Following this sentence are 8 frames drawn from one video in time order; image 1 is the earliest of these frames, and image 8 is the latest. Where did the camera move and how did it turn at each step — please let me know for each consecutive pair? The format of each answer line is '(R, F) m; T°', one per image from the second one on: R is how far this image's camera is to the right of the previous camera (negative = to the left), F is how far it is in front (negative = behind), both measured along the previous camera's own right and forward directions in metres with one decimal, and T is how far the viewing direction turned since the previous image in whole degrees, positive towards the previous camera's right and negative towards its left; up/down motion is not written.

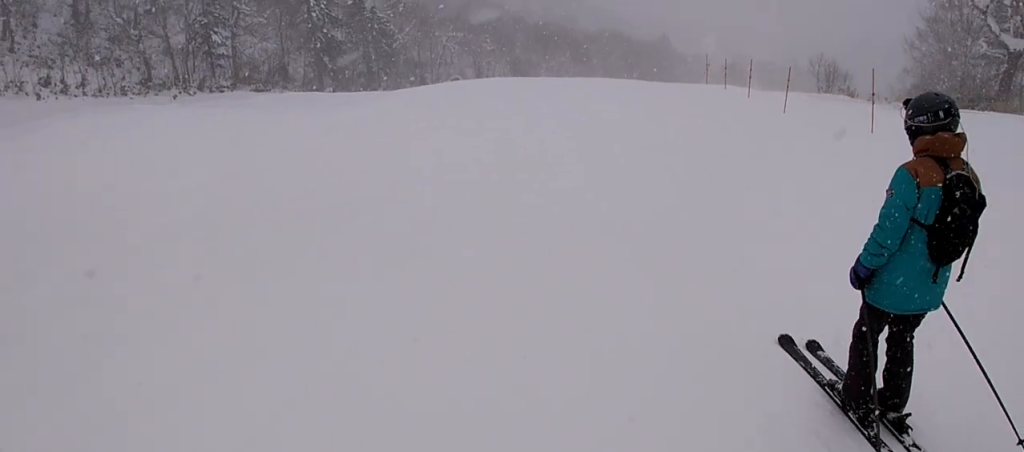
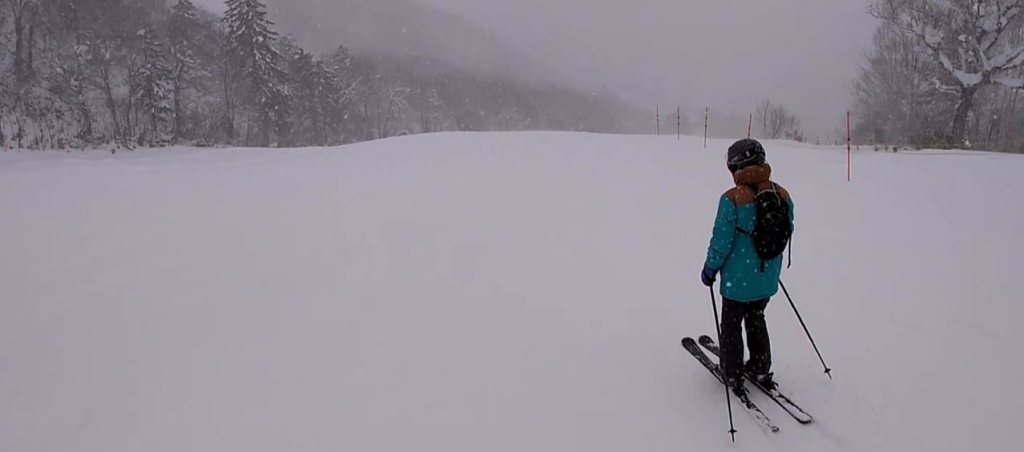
(-0.8, +2.2) m; 0°
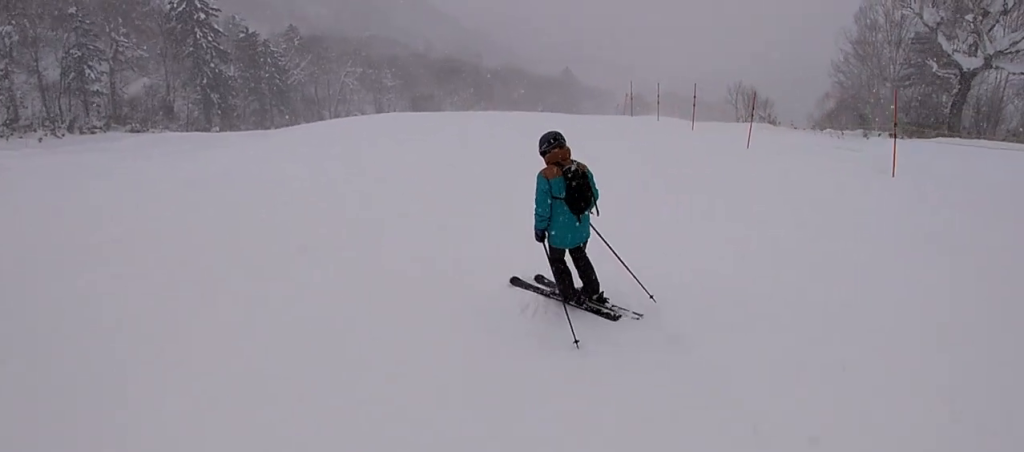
(+0.5, +3.7) m; +4°
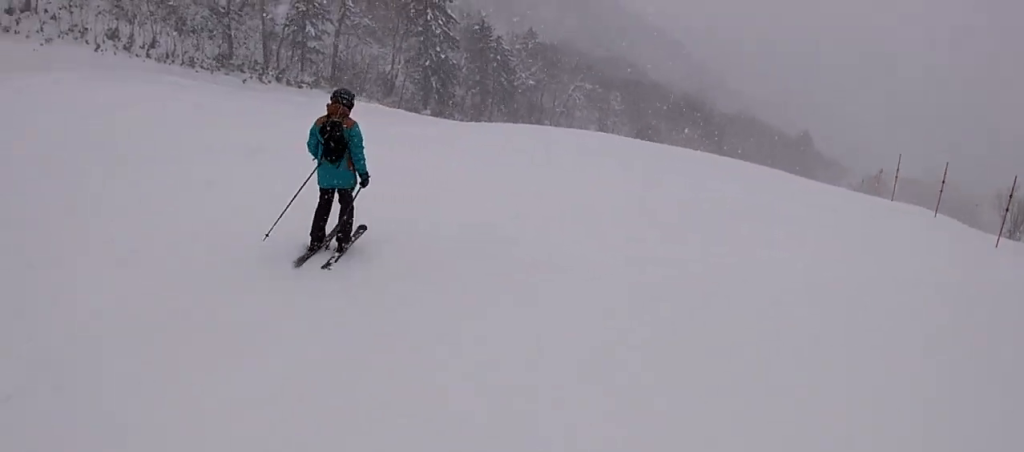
(-1.0, +5.8) m; -30°
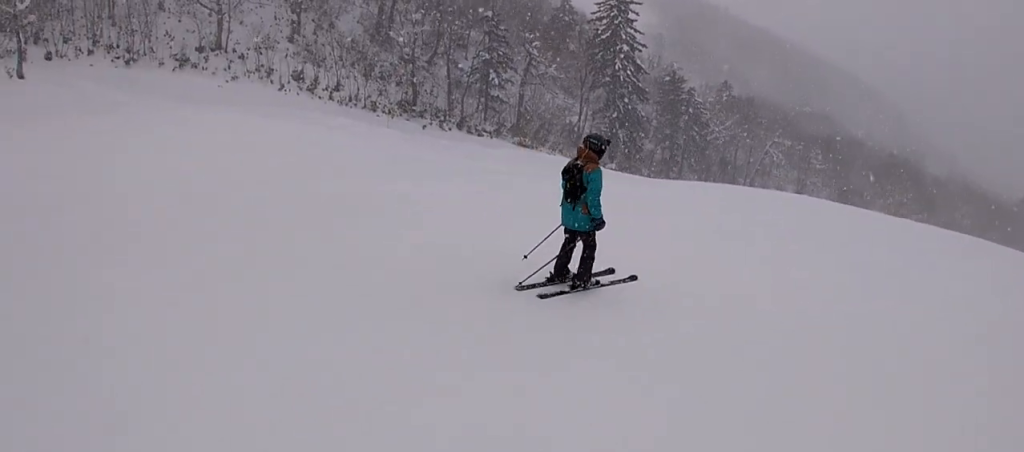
(-1.0, +4.3) m; -11°
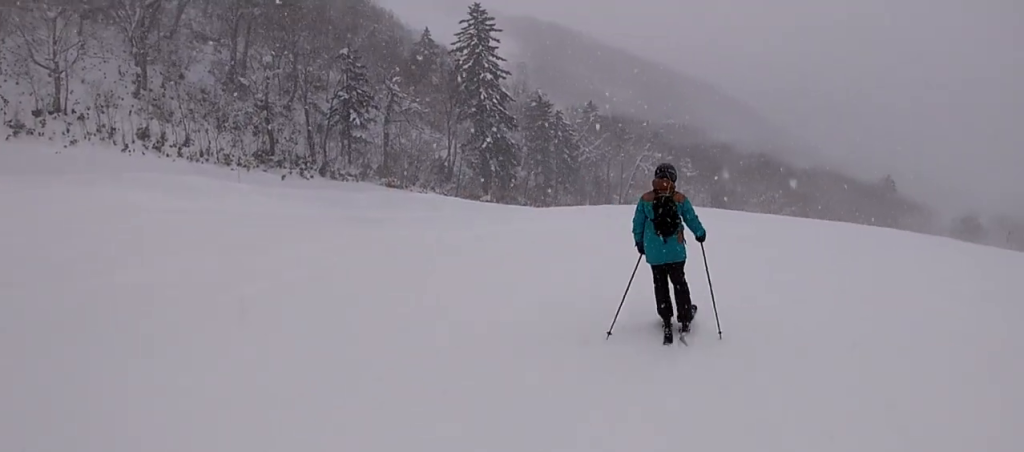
(-0.1, +3.2) m; +13°
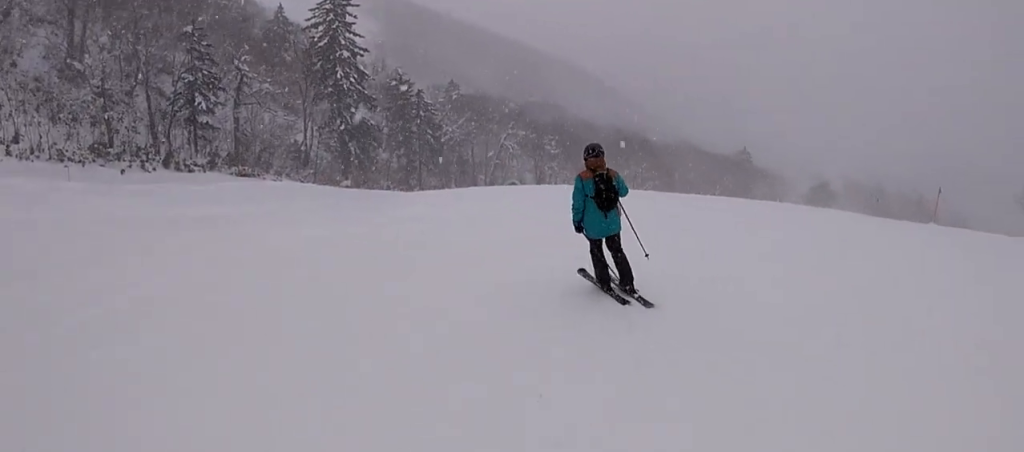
(+0.5, +2.0) m; +10°
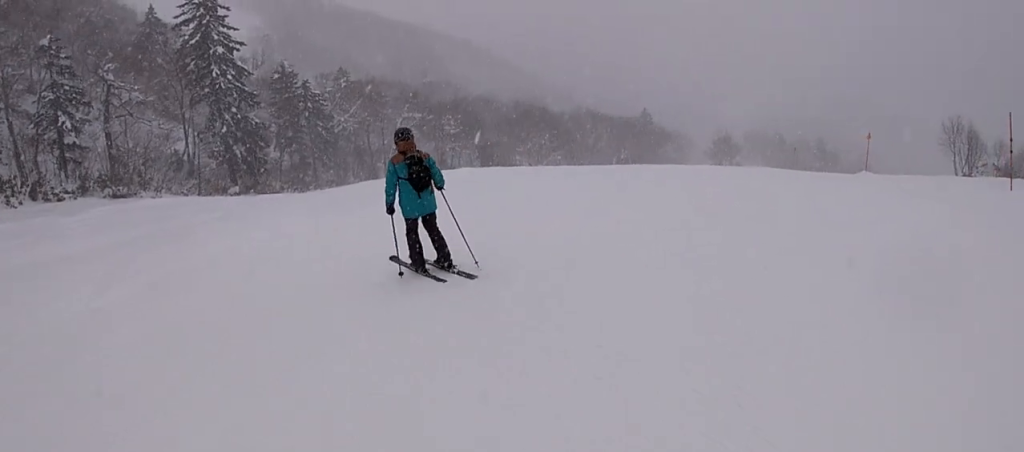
(+0.5, +2.9) m; +7°
